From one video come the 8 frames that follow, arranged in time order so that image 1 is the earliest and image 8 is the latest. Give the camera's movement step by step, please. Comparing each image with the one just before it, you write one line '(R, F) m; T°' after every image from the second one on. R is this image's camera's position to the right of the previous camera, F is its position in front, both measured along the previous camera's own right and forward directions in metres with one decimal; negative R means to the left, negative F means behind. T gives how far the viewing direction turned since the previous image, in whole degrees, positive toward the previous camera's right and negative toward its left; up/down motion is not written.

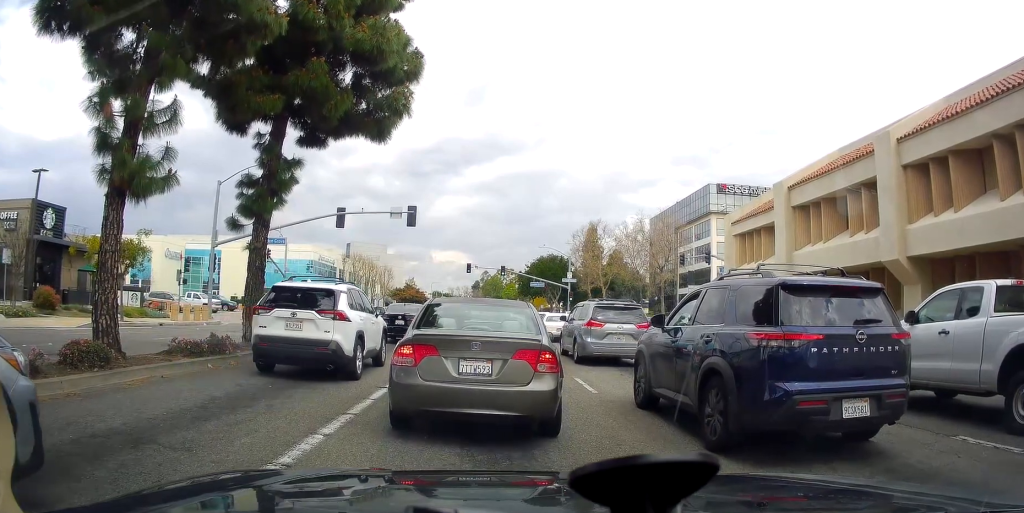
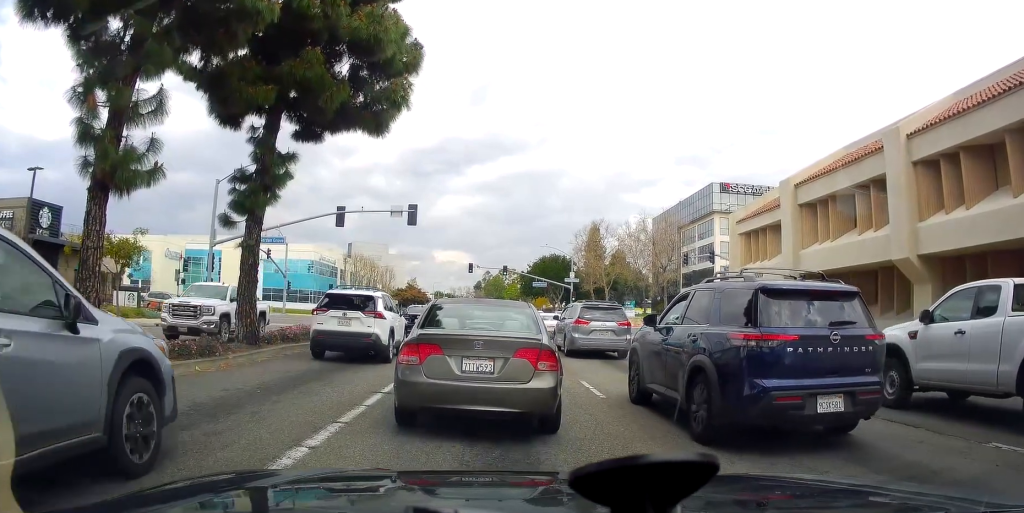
(0.0, 0.0) m; 0°
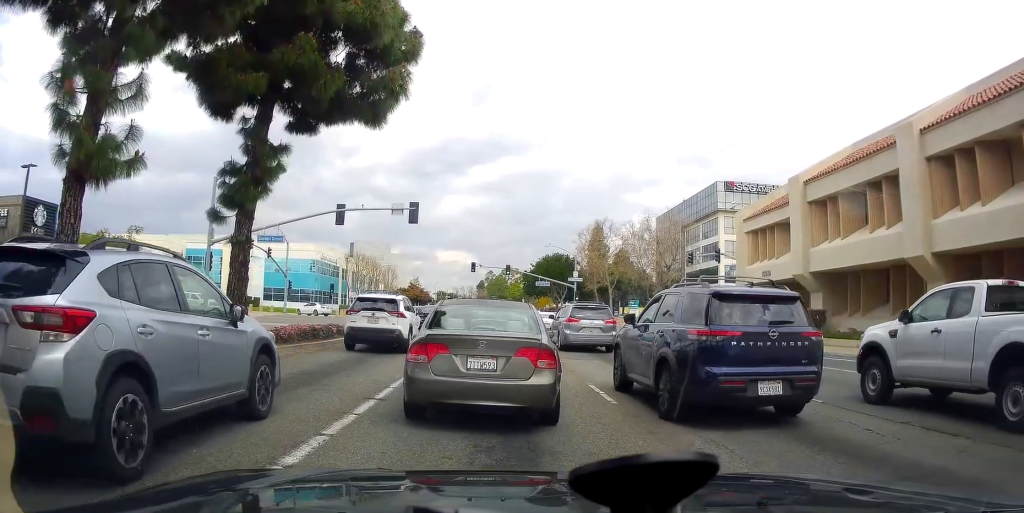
(0.0, 0.0) m; 0°
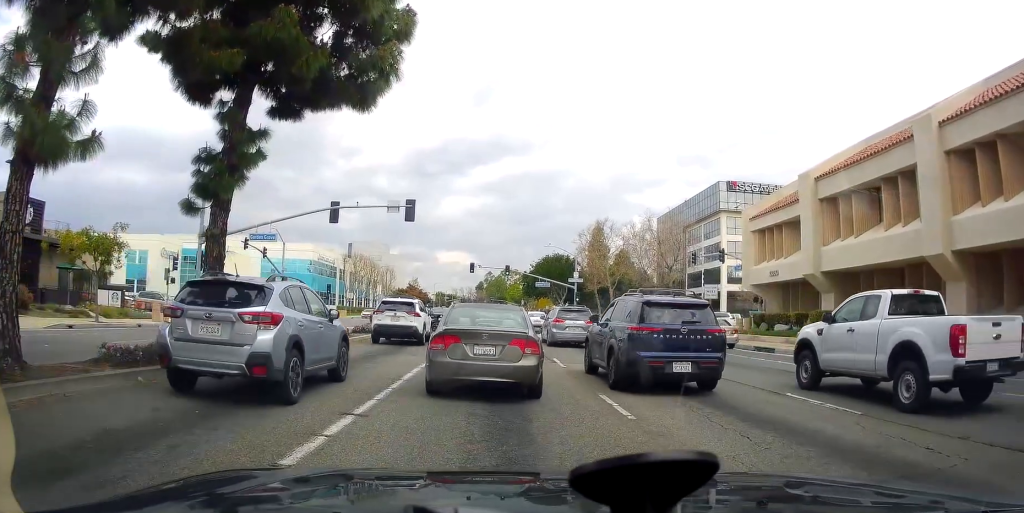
(0.0, +0.3) m; 0°
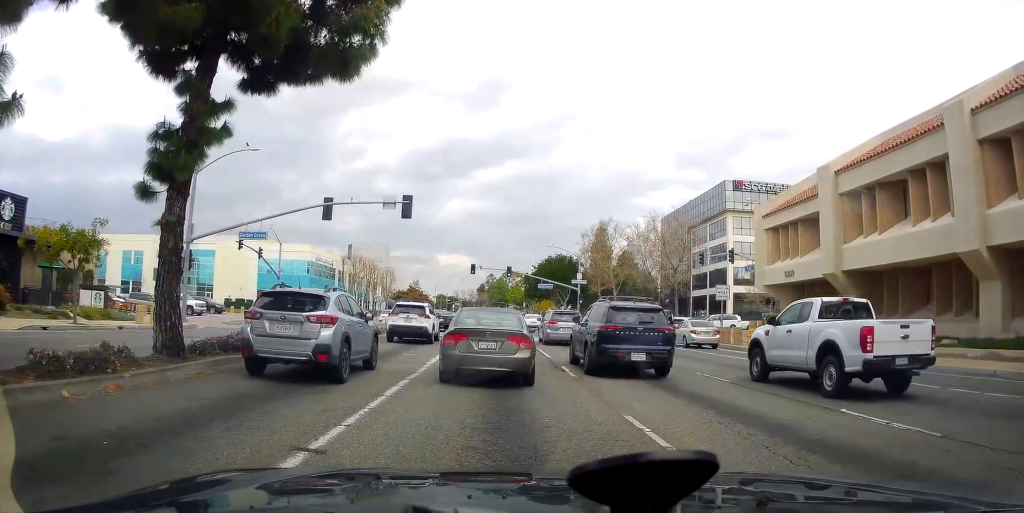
(0.0, +0.5) m; 0°
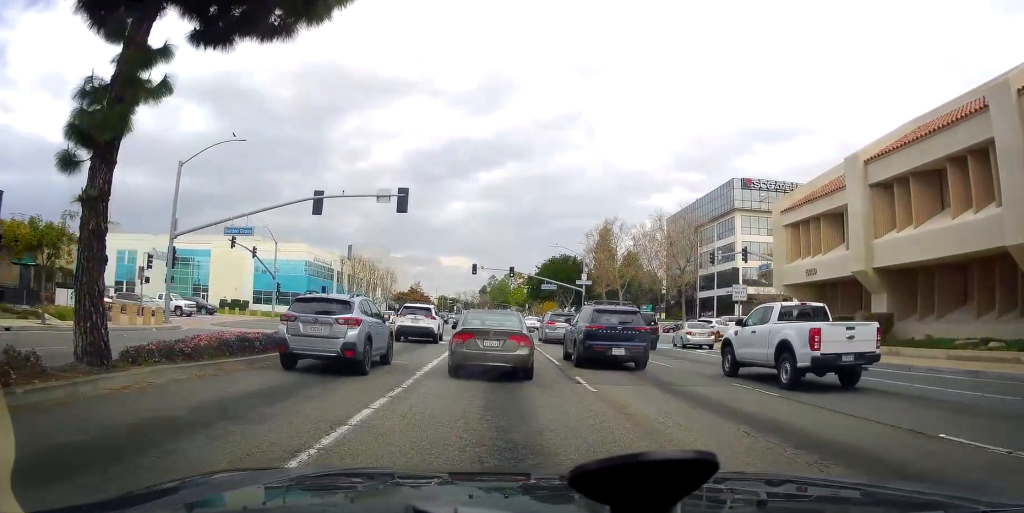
(0.0, +0.6) m; 0°
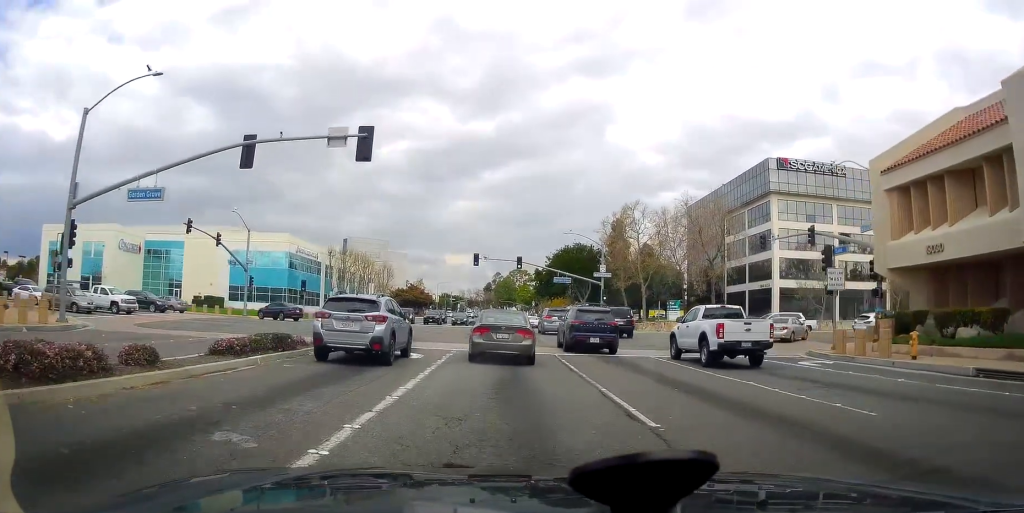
(0.0, +6.2) m; 0°
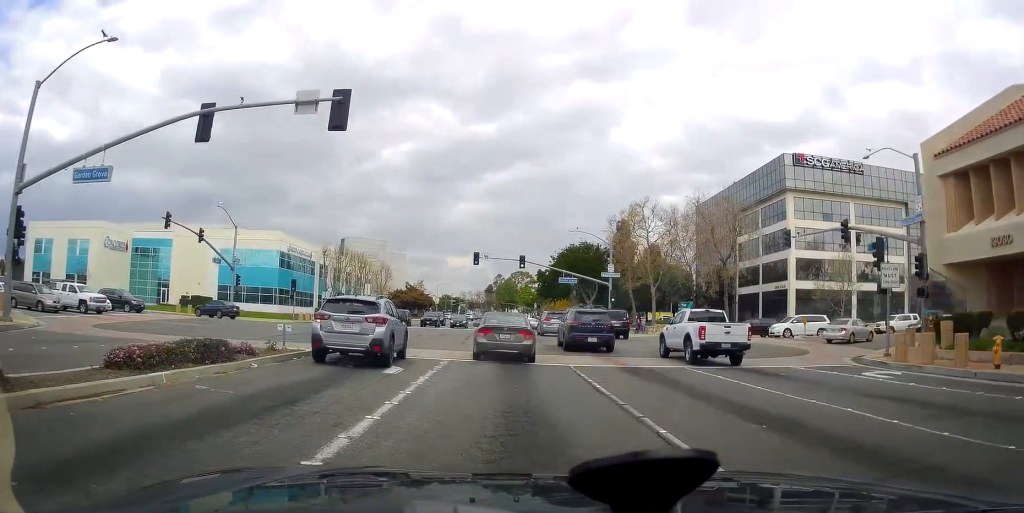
(0.0, +3.3) m; 0°
